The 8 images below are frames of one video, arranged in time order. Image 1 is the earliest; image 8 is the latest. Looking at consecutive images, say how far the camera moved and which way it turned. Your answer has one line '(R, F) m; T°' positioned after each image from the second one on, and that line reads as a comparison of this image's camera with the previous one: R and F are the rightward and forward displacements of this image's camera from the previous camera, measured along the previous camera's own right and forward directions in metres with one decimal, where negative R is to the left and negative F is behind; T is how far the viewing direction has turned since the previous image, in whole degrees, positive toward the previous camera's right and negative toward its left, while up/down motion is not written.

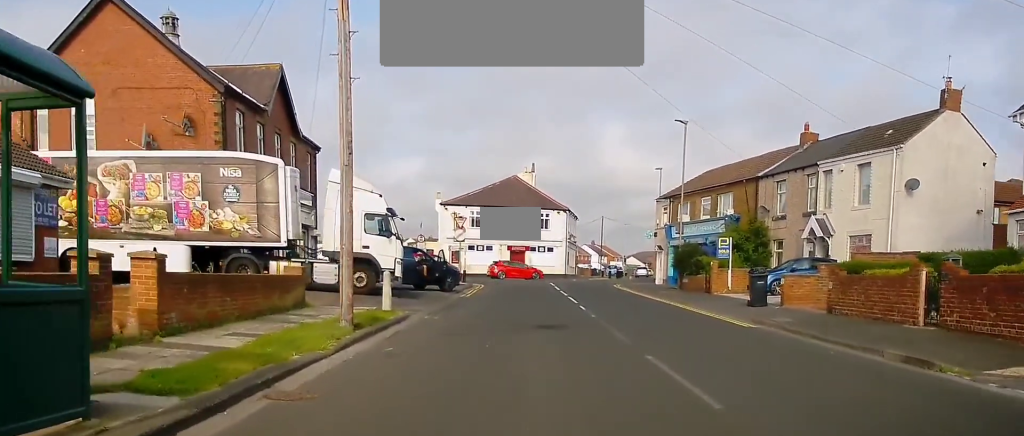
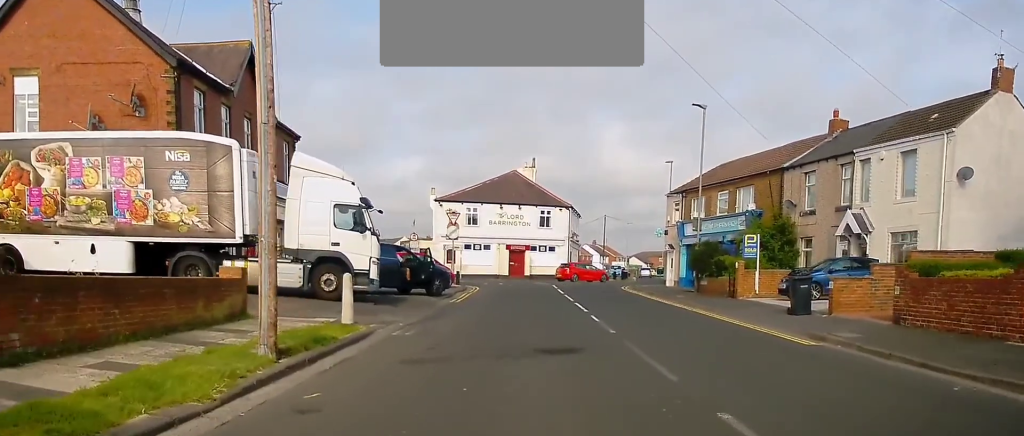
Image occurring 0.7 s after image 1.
(0.0, +3.9) m; +3°
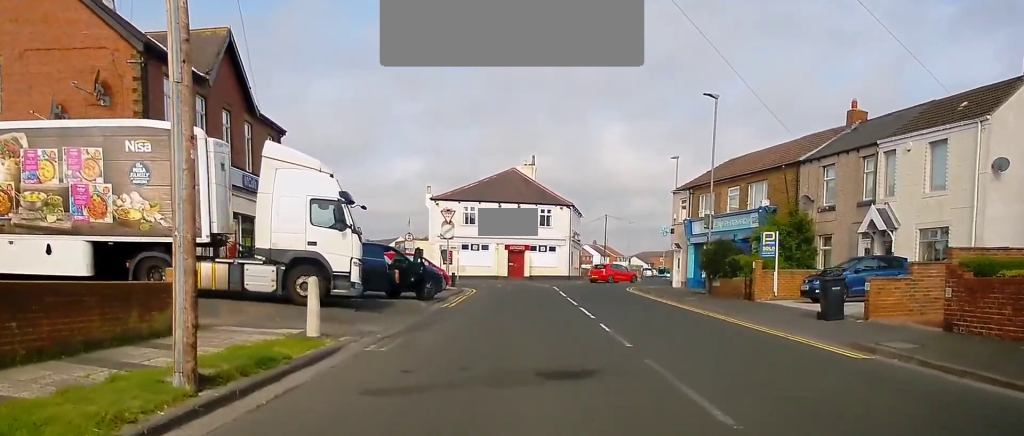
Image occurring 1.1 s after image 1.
(0.0, +2.2) m; +1°
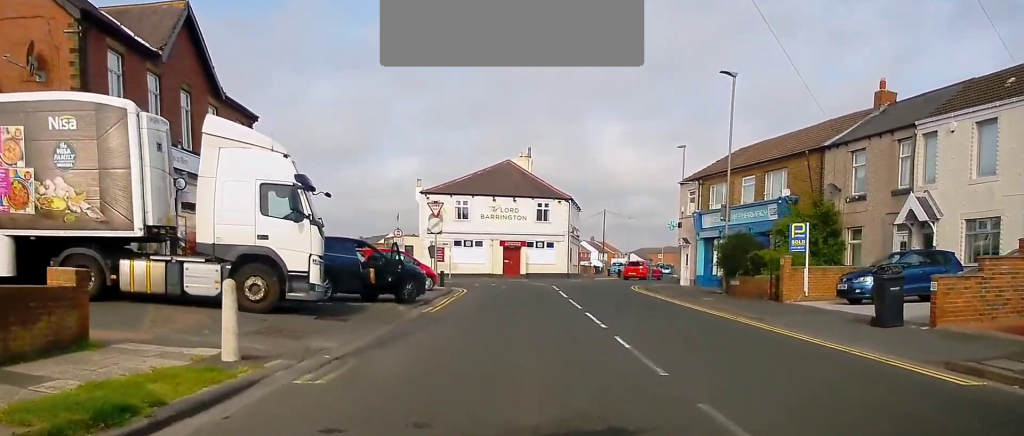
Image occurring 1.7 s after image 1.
(+0.2, +3.3) m; 0°
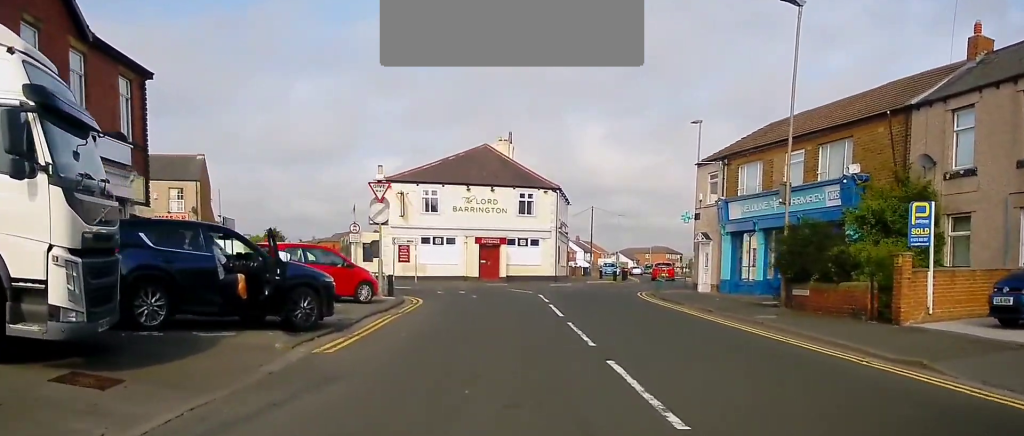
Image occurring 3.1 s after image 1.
(-0.2, +8.4) m; -5°
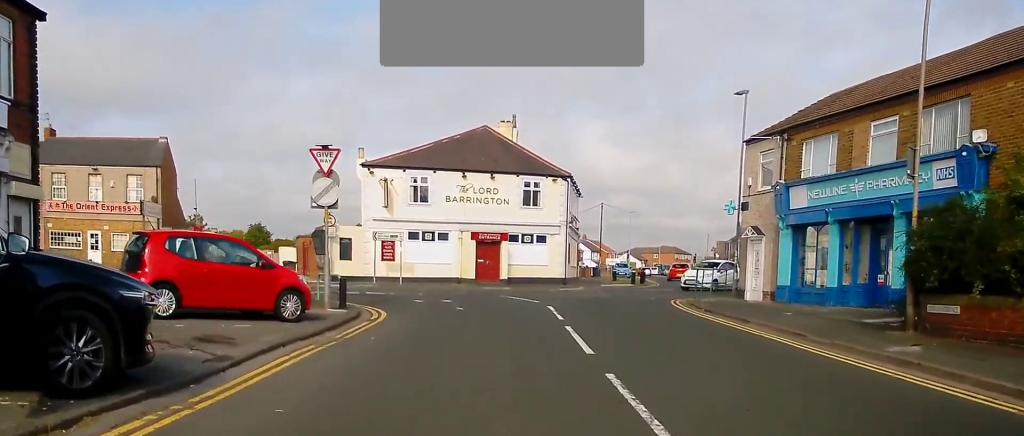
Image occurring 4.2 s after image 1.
(-0.2, +7.0) m; -1°
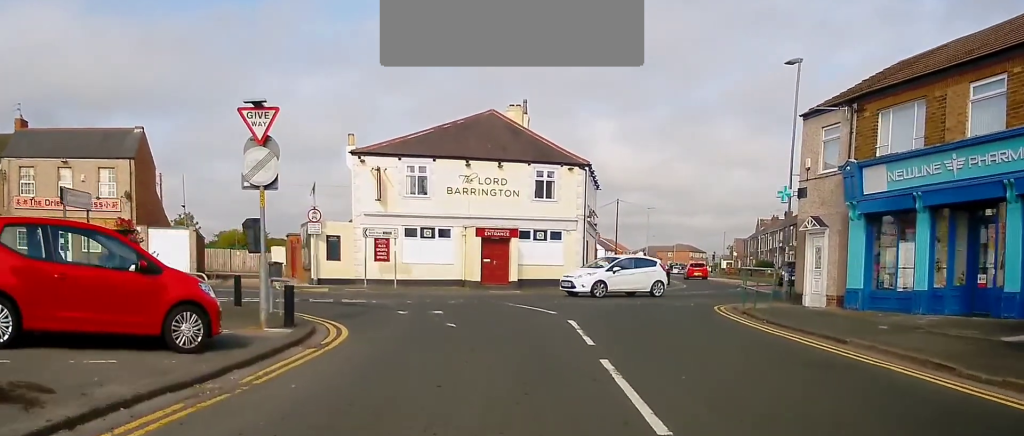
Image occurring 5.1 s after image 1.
(0.0, +5.1) m; +1°
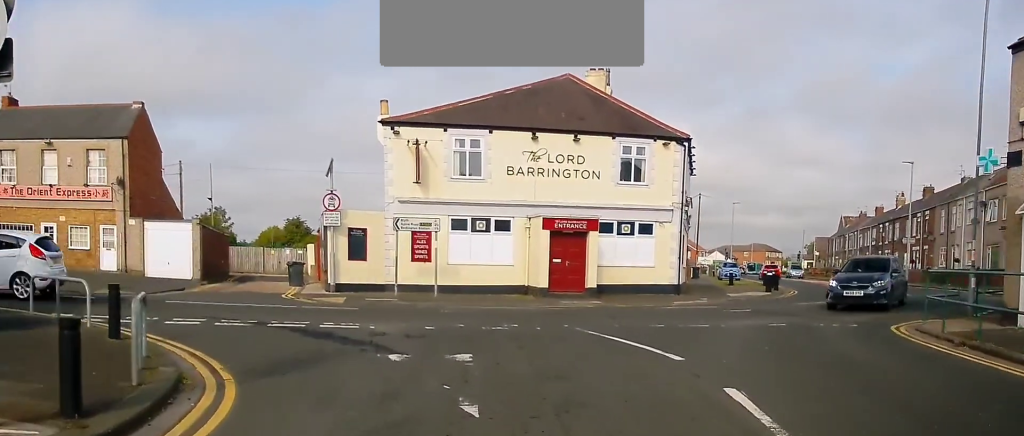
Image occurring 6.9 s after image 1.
(+0.2, +8.8) m; -3°
